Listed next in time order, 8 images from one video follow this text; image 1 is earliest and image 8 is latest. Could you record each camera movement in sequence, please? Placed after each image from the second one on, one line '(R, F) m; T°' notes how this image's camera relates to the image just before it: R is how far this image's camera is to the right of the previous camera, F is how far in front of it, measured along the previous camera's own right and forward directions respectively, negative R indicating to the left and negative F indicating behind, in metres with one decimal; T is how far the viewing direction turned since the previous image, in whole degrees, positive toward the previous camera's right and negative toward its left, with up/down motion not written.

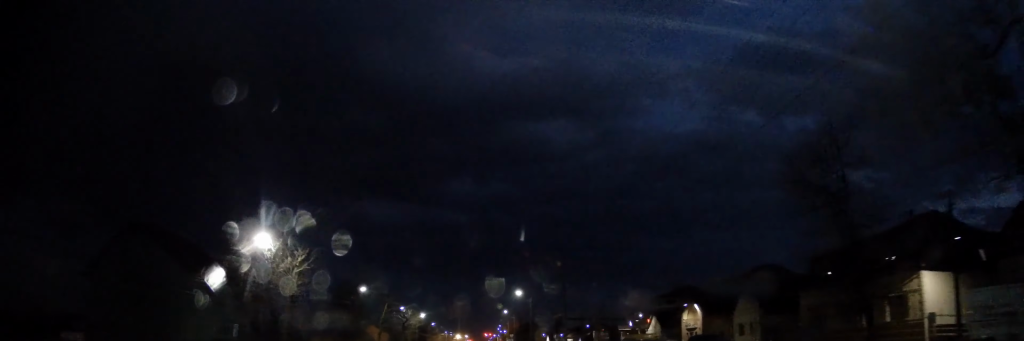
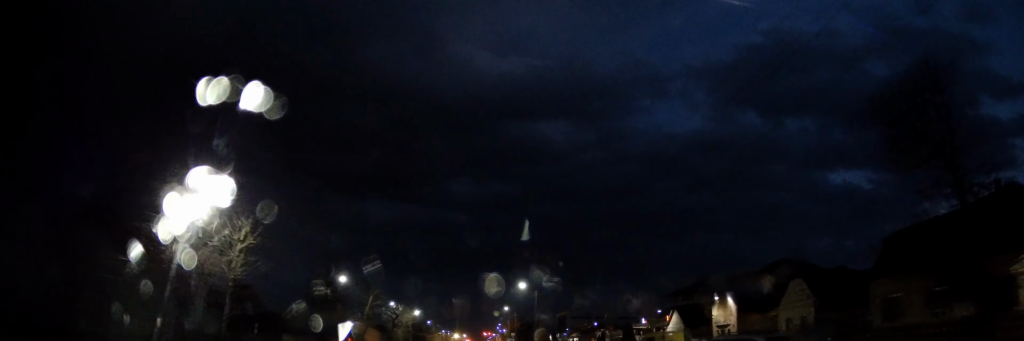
(0.0, +9.4) m; 0°
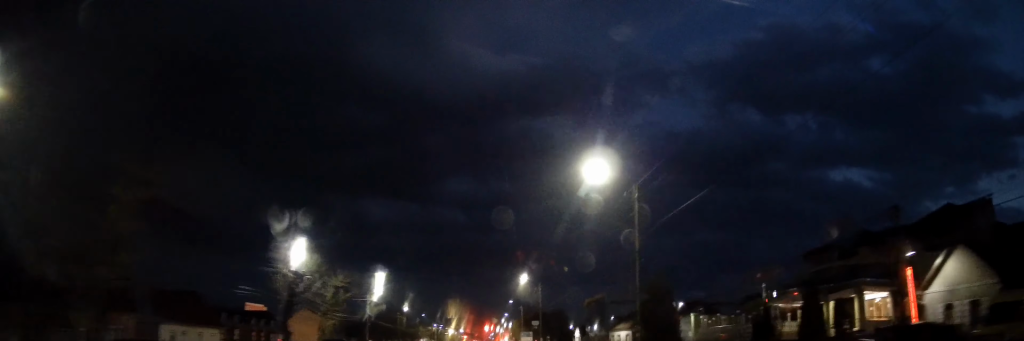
(-0.1, +46.1) m; -1°
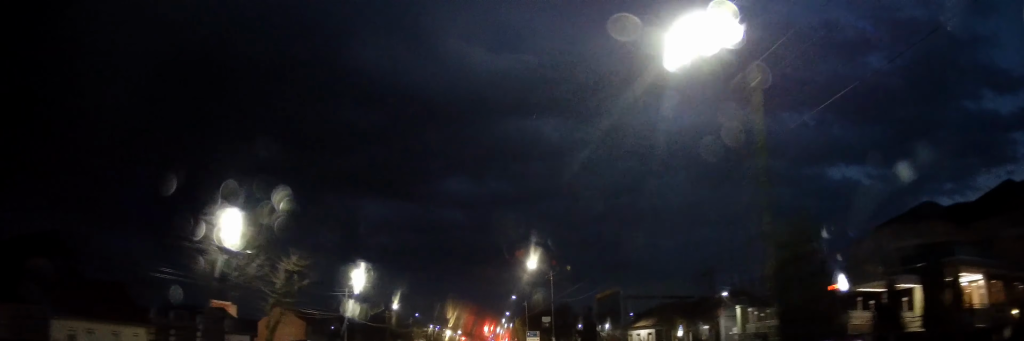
(-0.2, +11.7) m; 0°
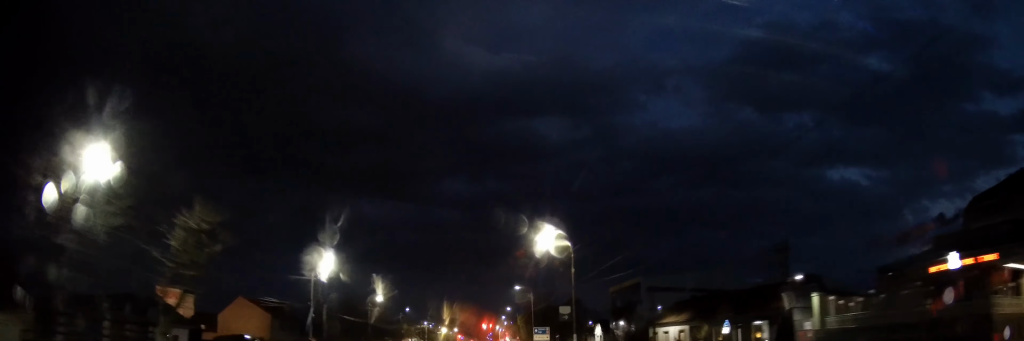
(+0.1, +12.6) m; +1°
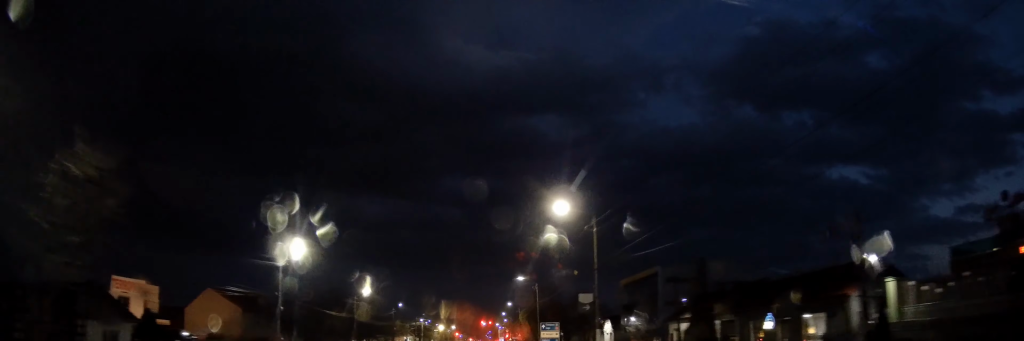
(+0.1, +8.3) m; +1°
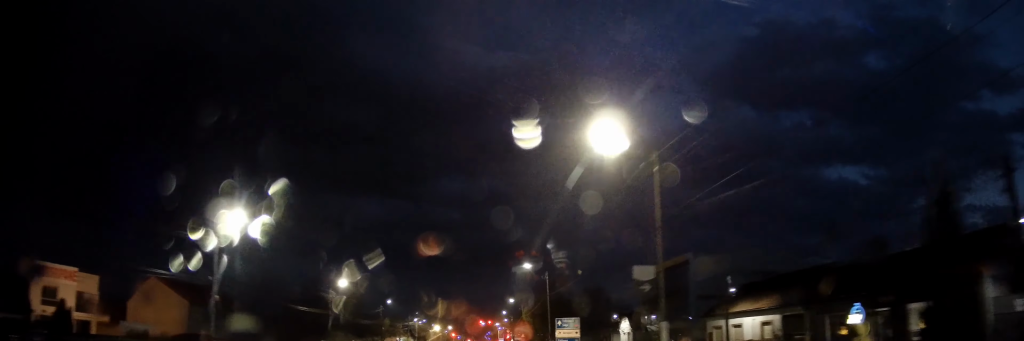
(0.0, +11.3) m; 0°
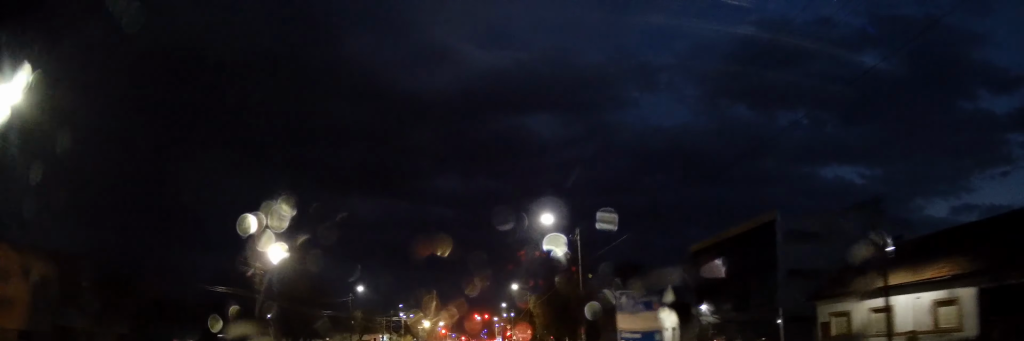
(+0.1, +19.3) m; +1°
